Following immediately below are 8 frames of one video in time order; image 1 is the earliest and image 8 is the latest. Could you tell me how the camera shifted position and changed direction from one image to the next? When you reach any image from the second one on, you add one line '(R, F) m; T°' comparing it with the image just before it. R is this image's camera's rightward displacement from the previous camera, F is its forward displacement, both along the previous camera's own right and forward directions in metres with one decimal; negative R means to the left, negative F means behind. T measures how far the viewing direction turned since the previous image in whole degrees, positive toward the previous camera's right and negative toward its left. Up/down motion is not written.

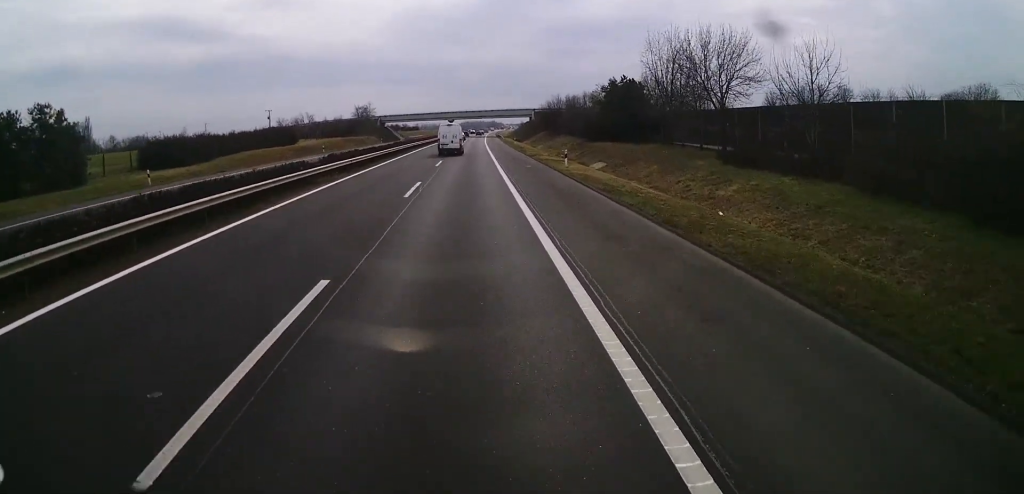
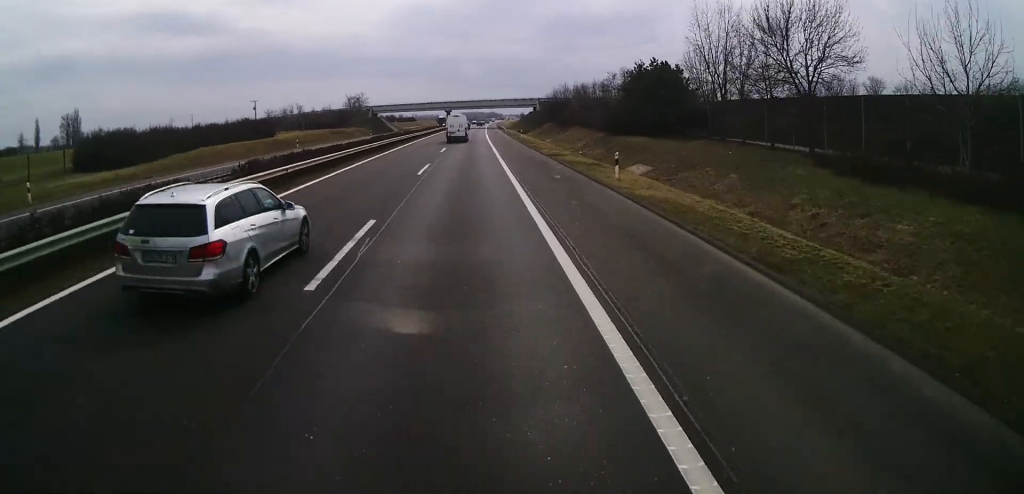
(0.0, +13.1) m; 0°
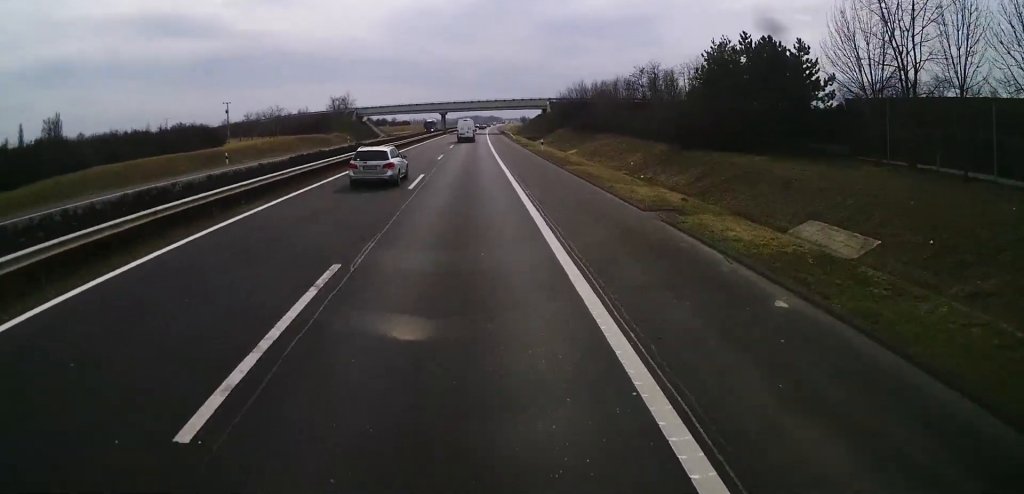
(+0.2, +22.4) m; 0°
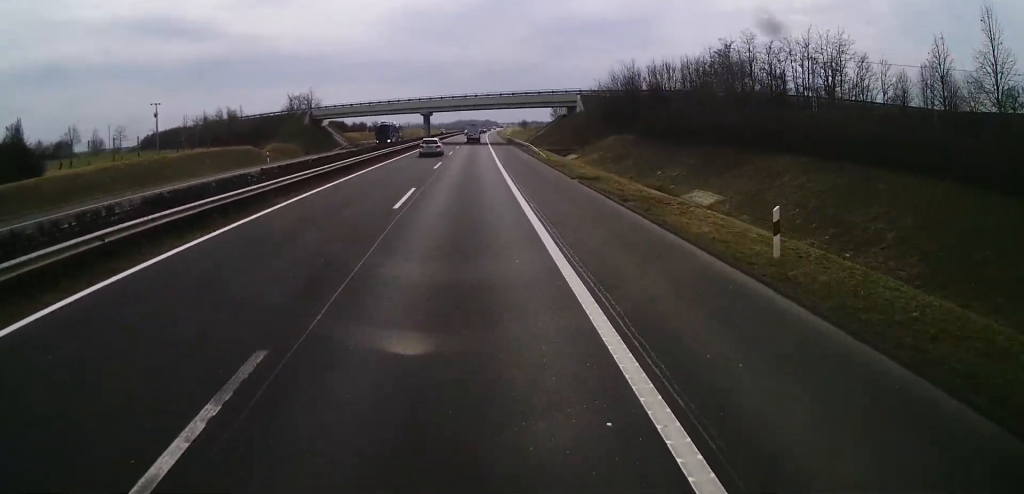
(-0.2, +40.4) m; 0°
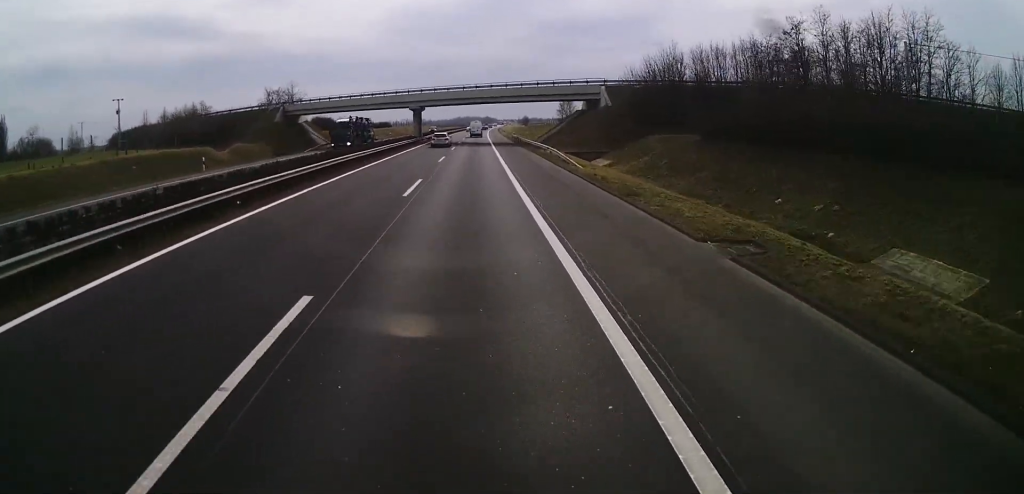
(+0.2, +16.3) m; 0°
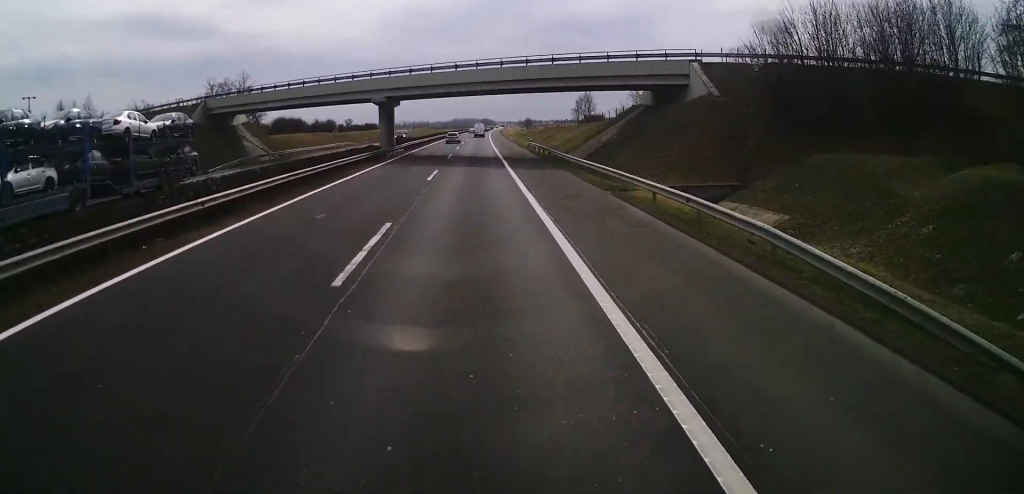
(-0.3, +29.5) m; 0°
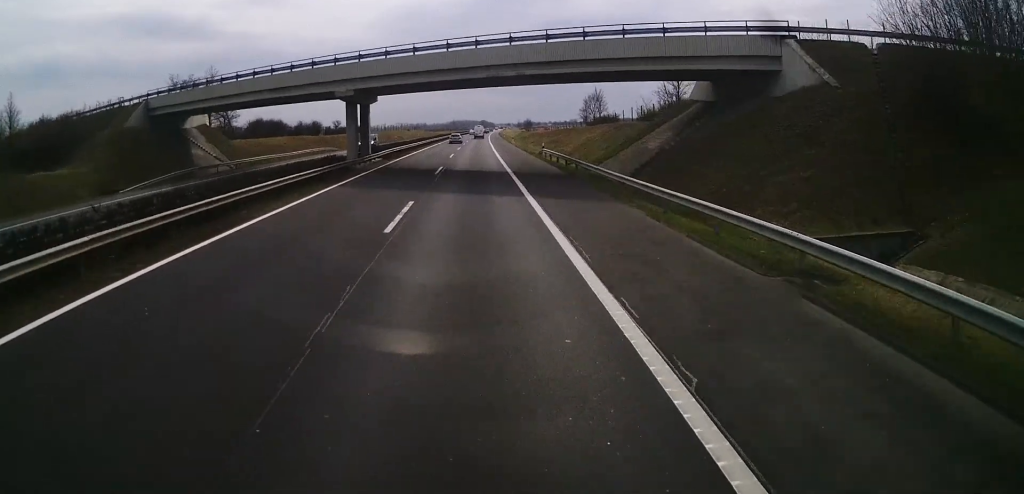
(+0.2, +13.1) m; +1°
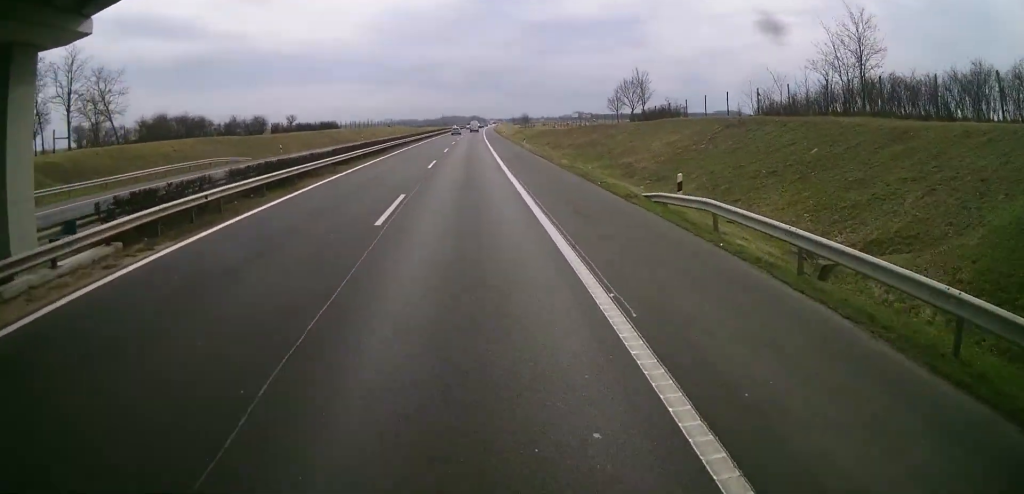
(+0.2, +36.3) m; 0°
